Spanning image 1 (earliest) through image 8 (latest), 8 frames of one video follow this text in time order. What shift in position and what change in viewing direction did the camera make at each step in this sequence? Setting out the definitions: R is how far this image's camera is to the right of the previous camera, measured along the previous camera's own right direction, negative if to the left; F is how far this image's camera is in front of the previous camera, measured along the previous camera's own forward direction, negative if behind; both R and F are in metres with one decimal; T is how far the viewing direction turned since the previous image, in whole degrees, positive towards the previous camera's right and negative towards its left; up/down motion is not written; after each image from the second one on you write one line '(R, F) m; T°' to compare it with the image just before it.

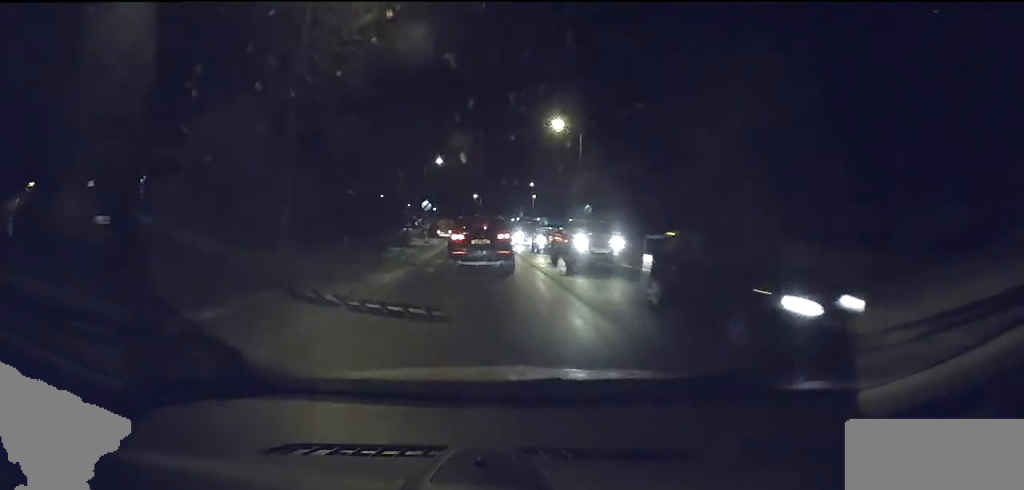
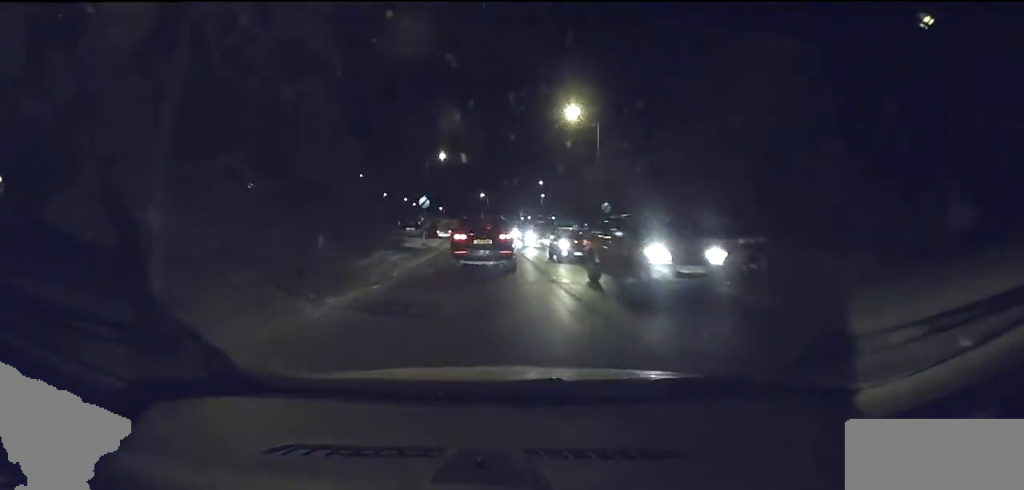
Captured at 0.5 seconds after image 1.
(+0.1, +3.9) m; -4°
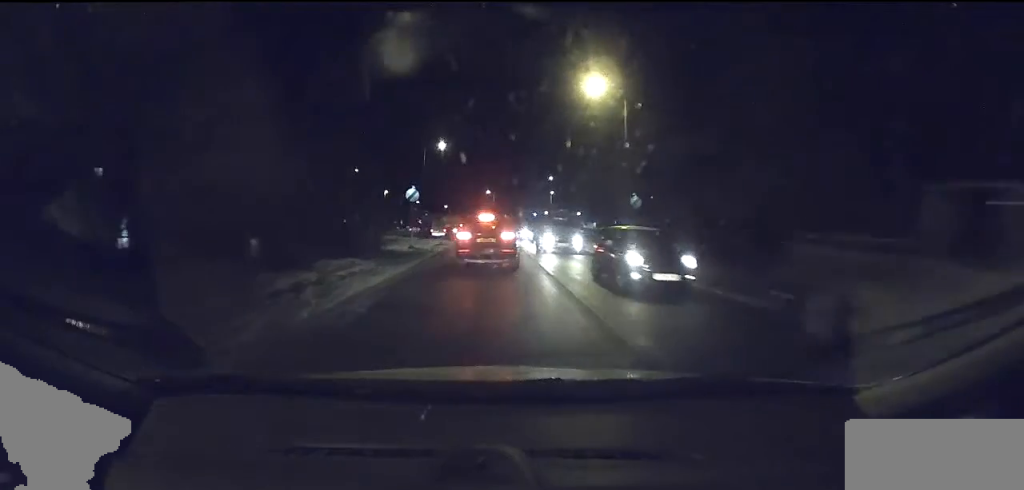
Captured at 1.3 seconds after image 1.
(-0.6, +5.4) m; -5°
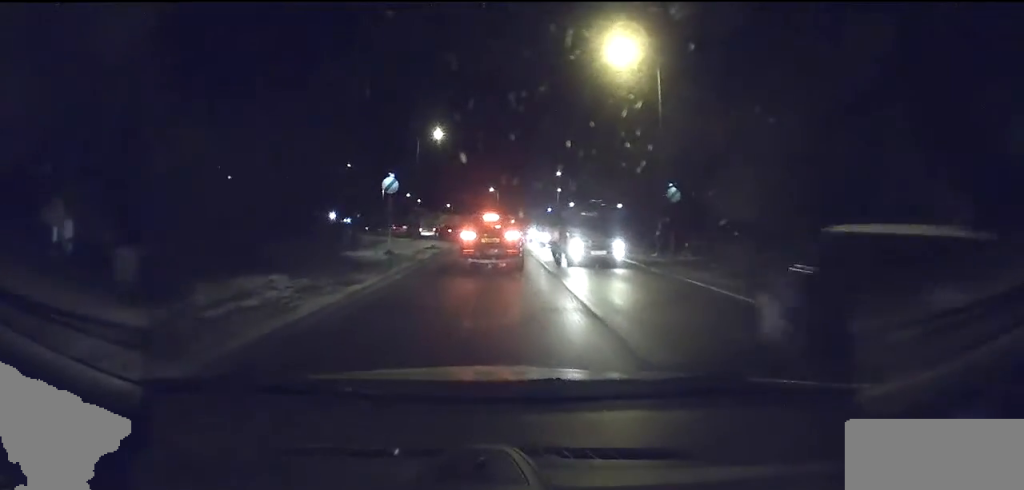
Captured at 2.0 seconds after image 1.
(-0.2, +5.2) m; -2°
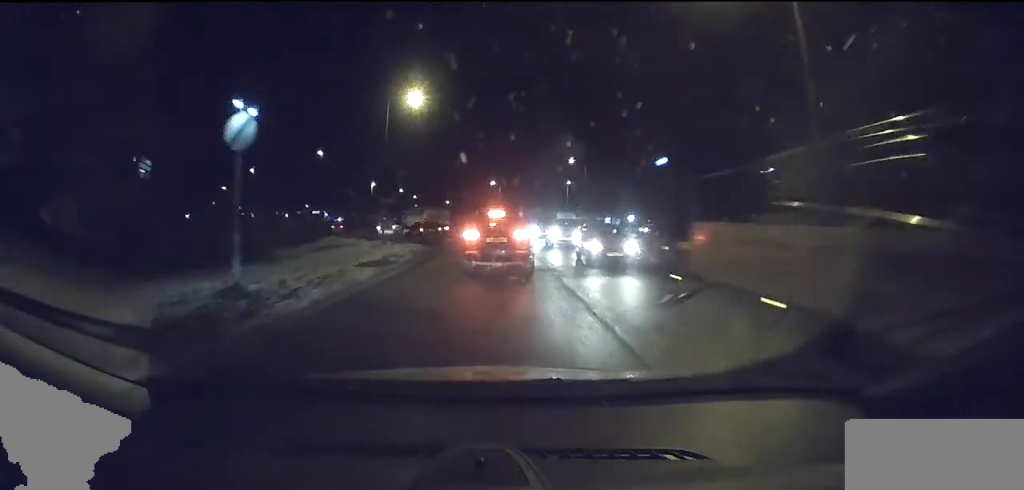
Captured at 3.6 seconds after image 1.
(0.0, +11.0) m; 0°
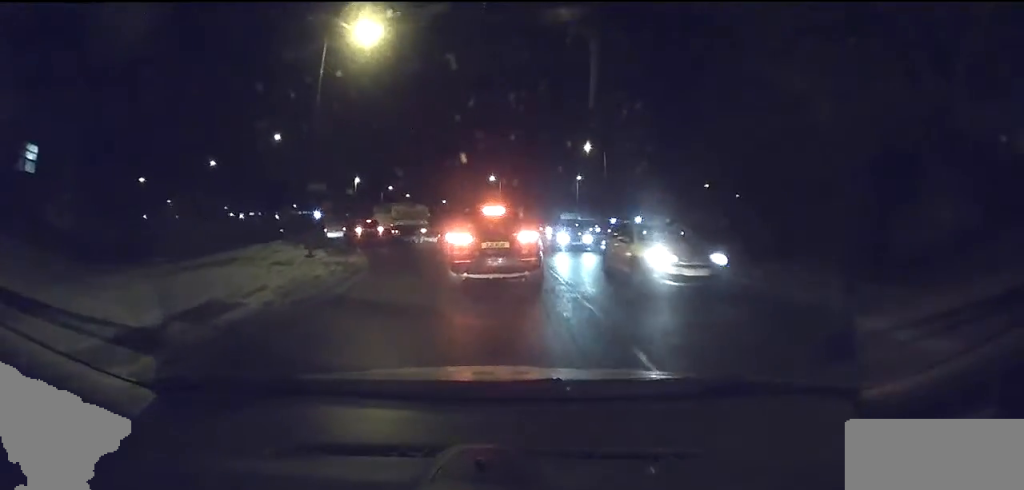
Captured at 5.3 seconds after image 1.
(+0.1, +10.6) m; -1°
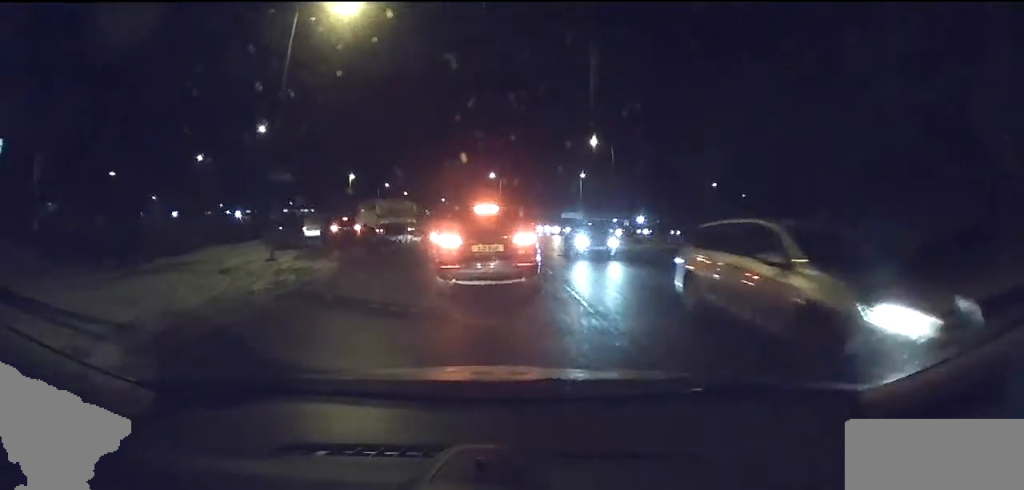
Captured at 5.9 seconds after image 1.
(-0.1, +3.2) m; -1°
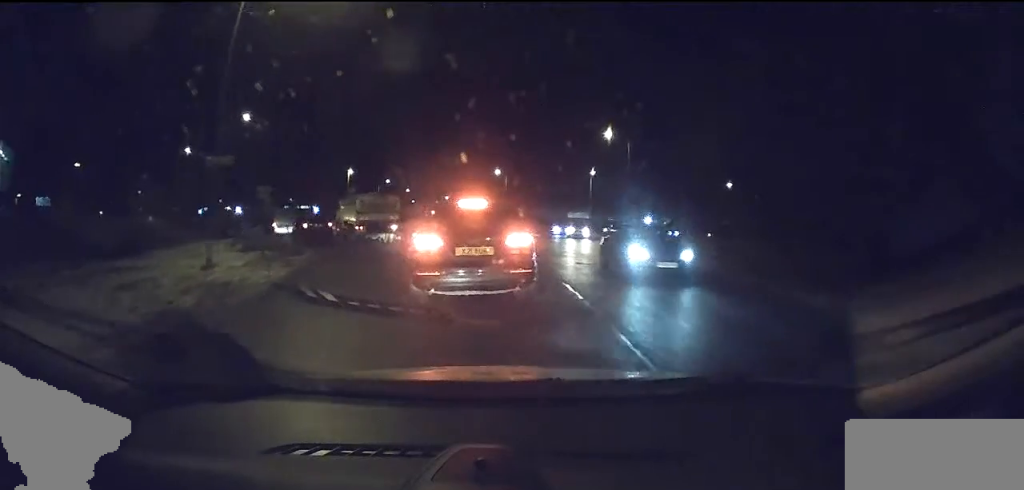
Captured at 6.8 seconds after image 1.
(-0.1, +4.1) m; -3°
